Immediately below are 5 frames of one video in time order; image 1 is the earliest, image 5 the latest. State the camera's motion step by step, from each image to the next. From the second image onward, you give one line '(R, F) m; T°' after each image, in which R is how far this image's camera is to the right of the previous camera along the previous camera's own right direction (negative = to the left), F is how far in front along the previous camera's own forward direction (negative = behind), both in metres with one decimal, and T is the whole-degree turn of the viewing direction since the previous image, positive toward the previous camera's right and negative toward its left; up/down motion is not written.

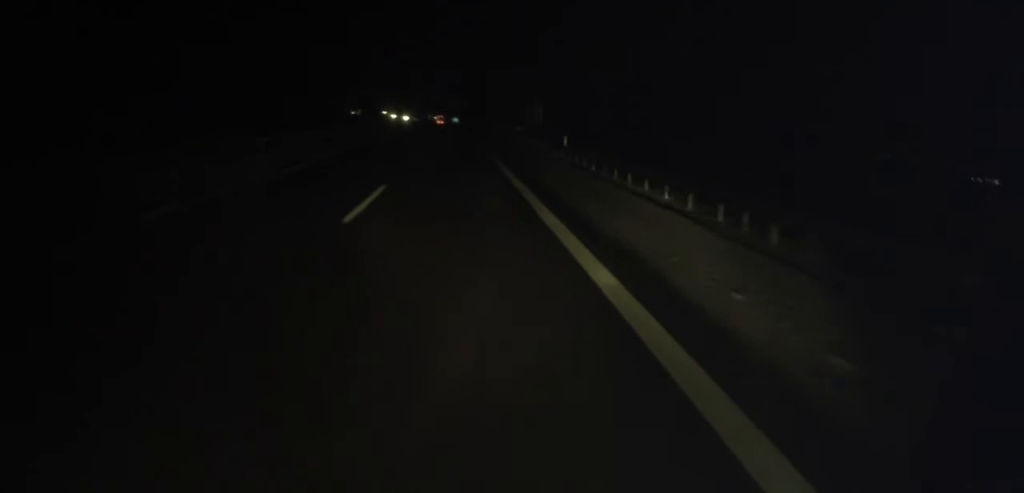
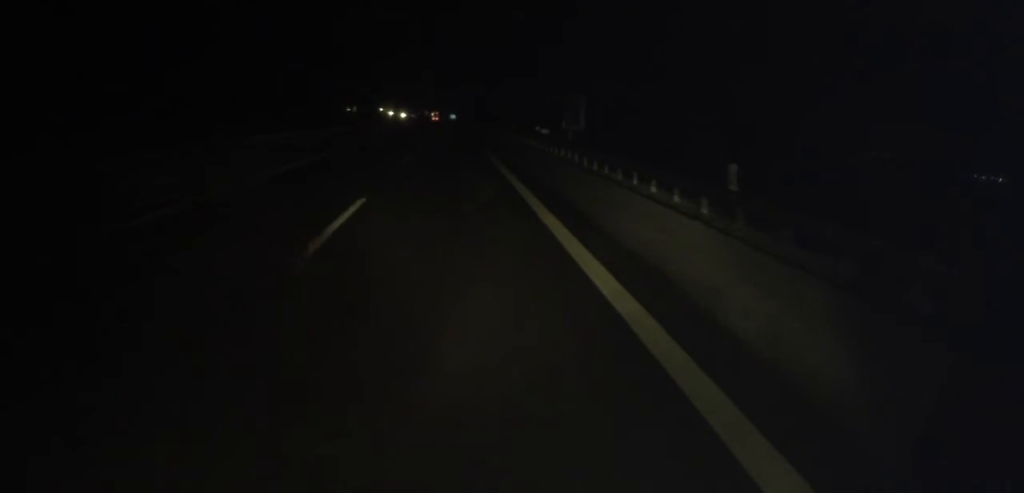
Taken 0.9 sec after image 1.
(0.0, +21.0) m; -1°
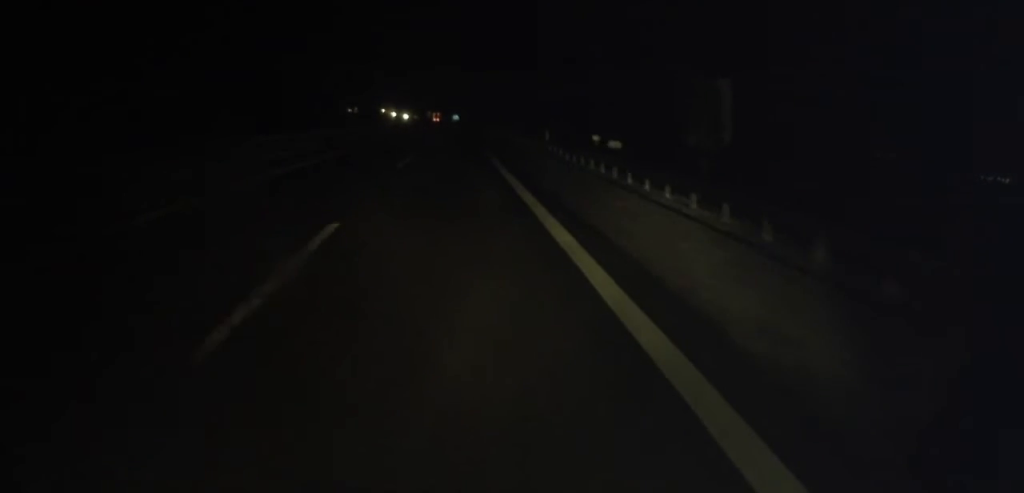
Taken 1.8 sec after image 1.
(-0.3, +21.0) m; 0°
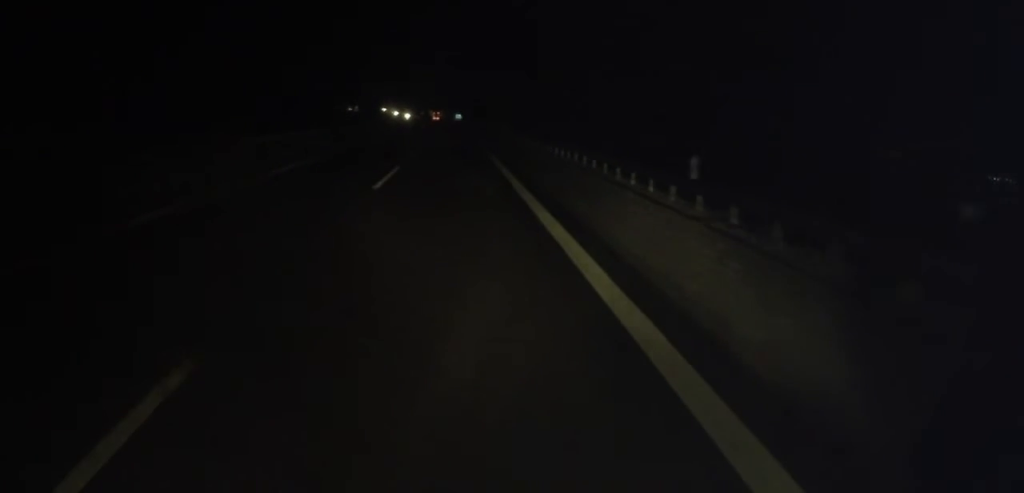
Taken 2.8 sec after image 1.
(+0.2, +24.3) m; 0°
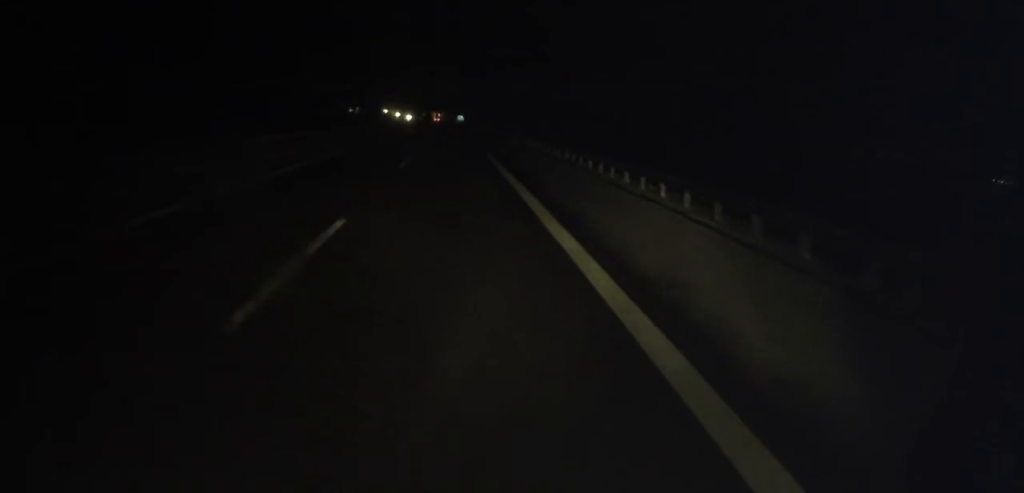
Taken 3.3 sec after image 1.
(+0.2, +11.0) m; 0°
